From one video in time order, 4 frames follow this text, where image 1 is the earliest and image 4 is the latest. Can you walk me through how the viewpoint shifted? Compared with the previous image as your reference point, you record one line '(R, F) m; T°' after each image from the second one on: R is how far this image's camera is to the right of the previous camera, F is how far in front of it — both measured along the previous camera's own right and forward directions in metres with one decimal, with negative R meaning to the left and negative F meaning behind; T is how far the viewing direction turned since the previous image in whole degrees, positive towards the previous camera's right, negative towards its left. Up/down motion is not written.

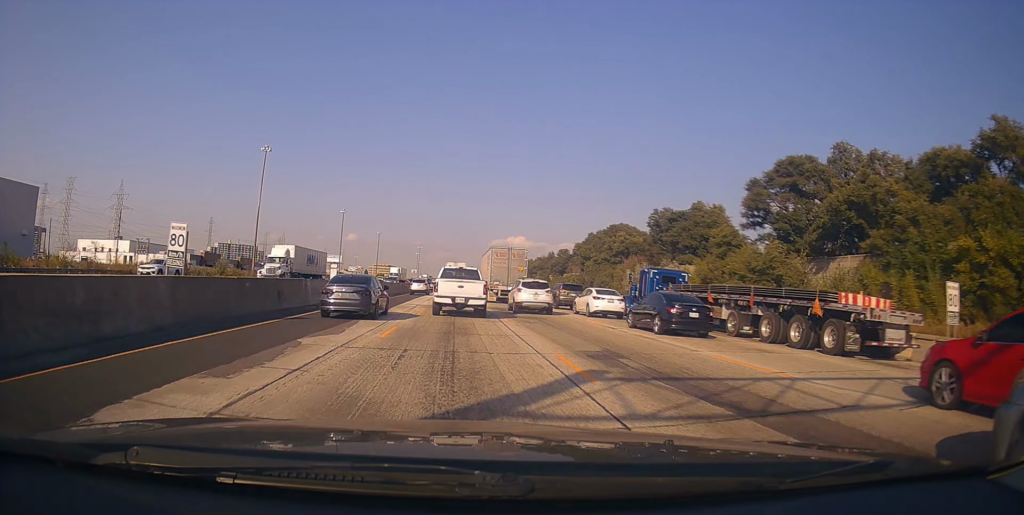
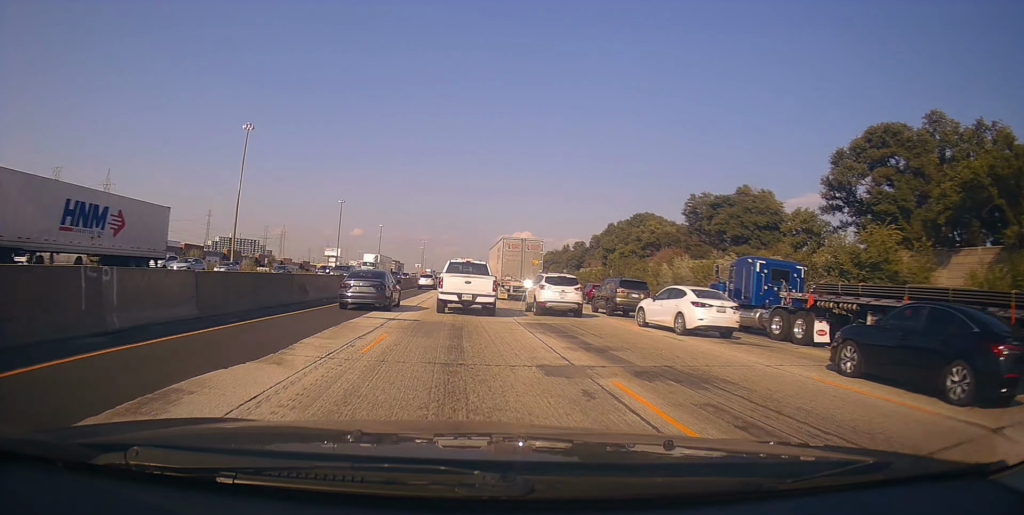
(-0.2, +15.4) m; 0°
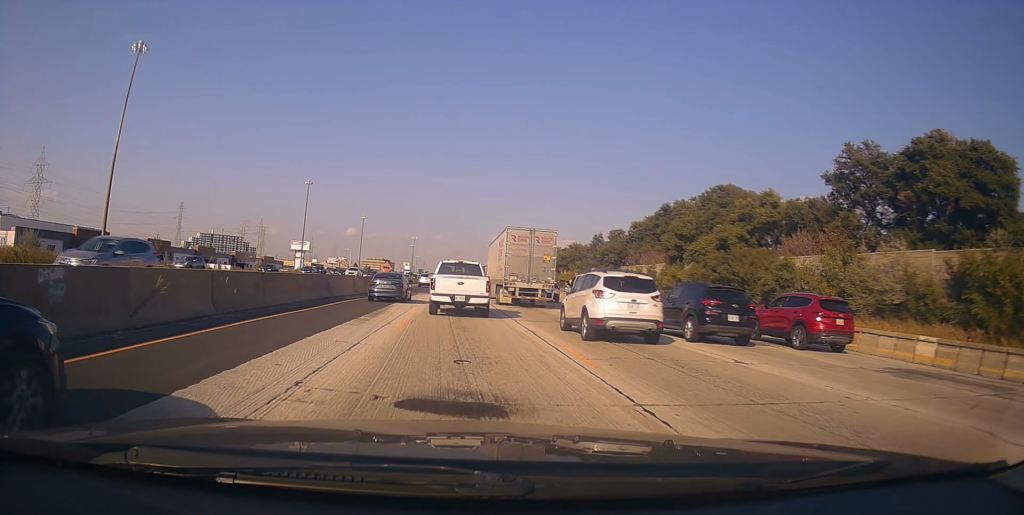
(-0.4, +44.0) m; +1°
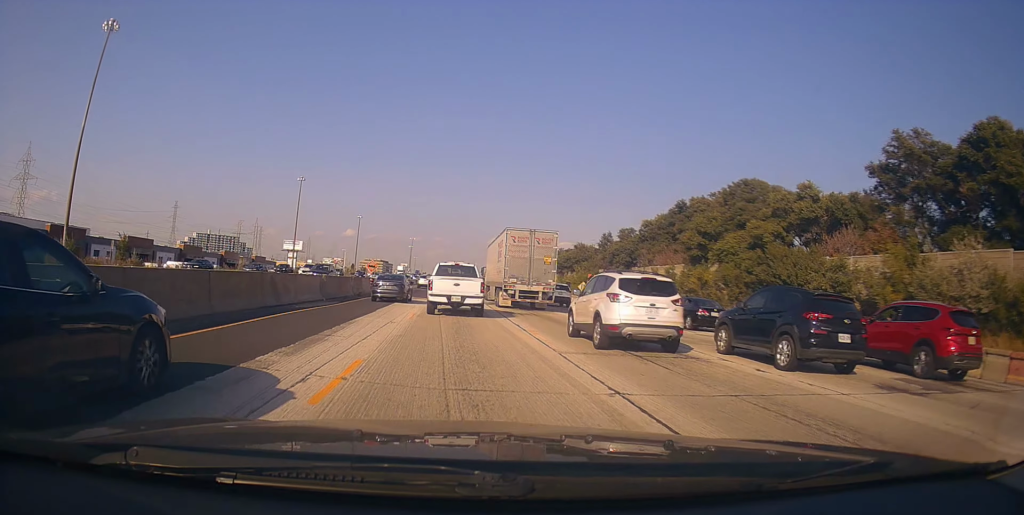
(+0.1, +8.2) m; 0°
